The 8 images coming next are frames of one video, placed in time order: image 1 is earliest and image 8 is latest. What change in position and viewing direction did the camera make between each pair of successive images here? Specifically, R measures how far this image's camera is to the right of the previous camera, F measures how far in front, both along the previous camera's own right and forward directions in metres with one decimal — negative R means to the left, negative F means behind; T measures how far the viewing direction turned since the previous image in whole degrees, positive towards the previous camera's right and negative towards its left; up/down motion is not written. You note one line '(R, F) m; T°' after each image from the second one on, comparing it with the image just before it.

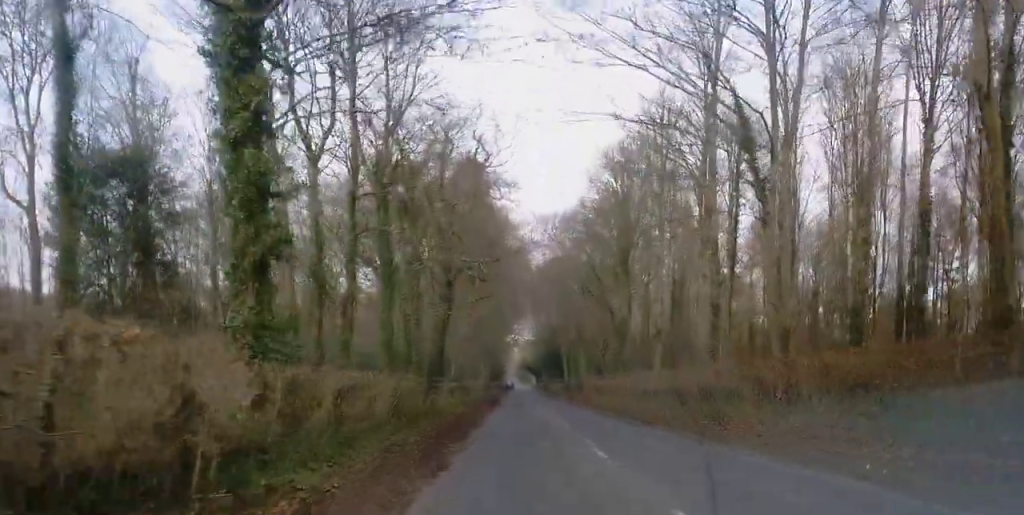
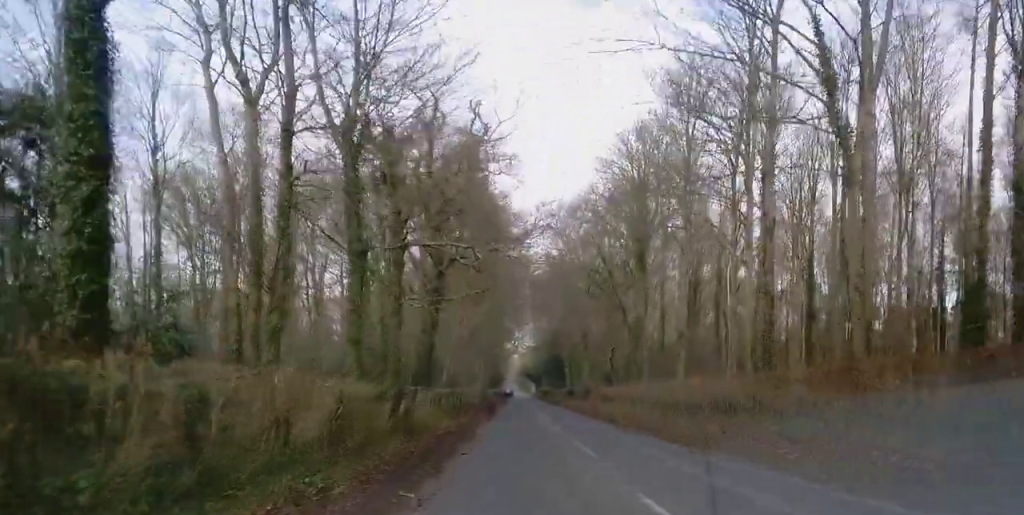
(-0.2, +6.1) m; -1°
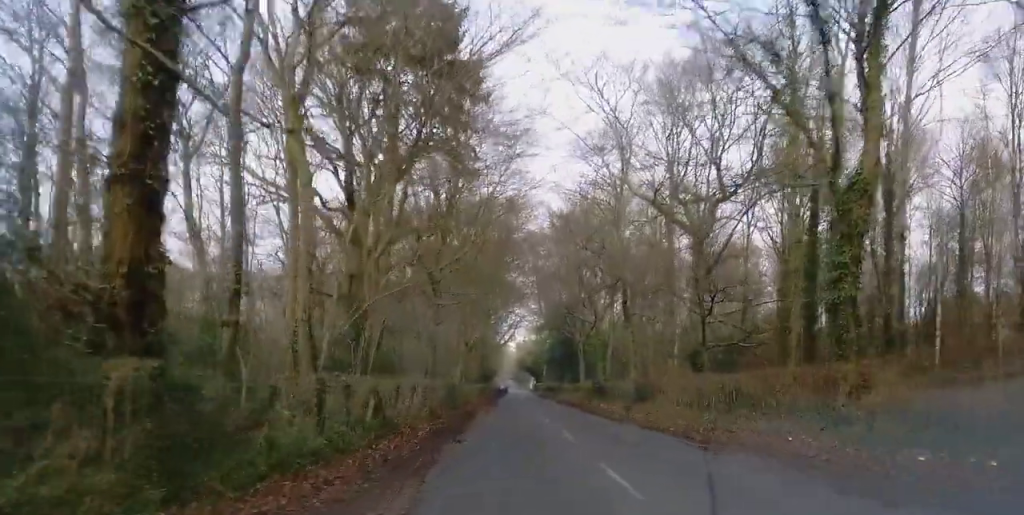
(+0.2, +30.3) m; +2°
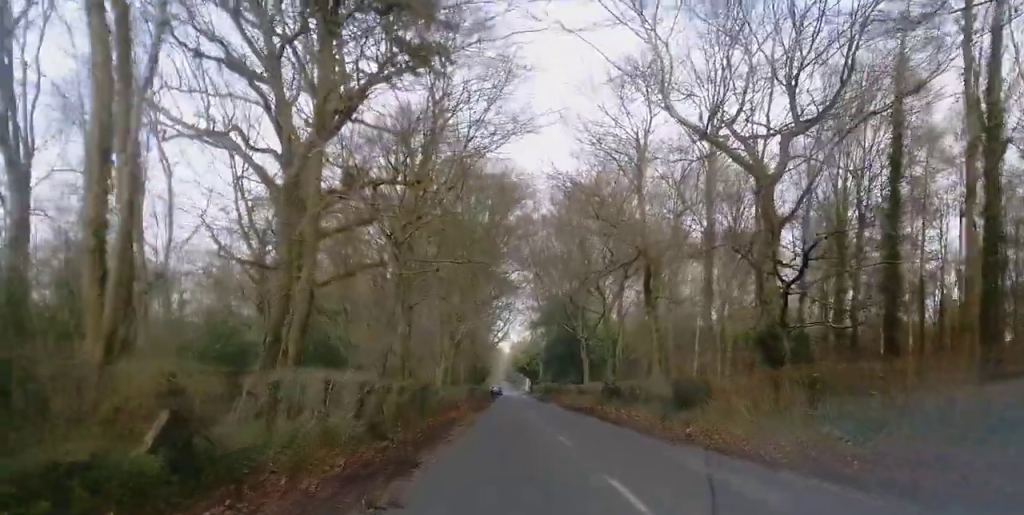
(+0.1, +10.2) m; +1°
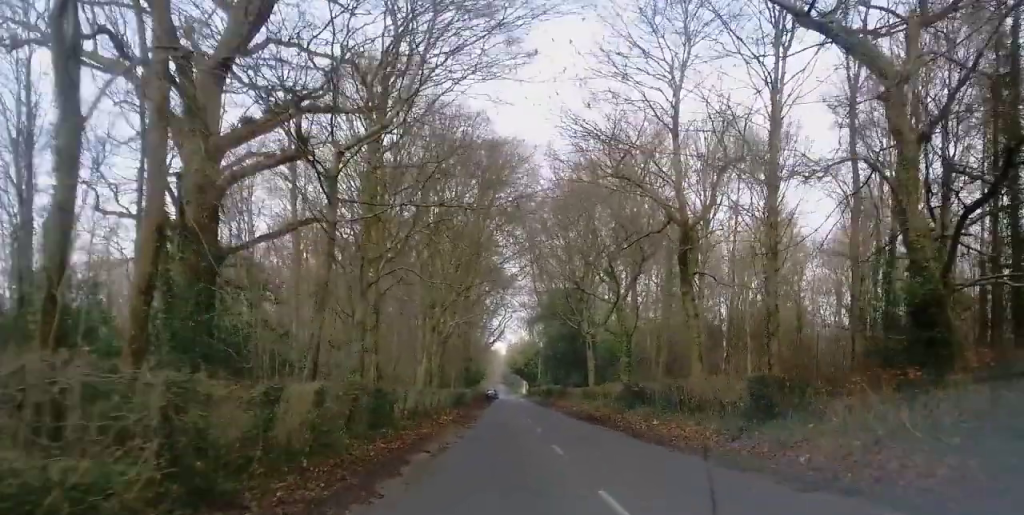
(0.0, +11.1) m; 0°
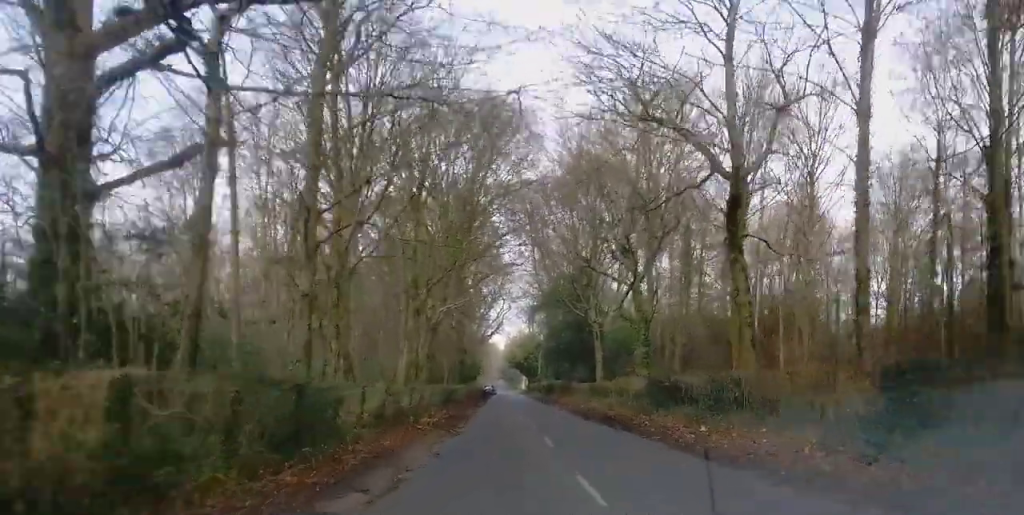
(0.0, +6.7) m; 0°
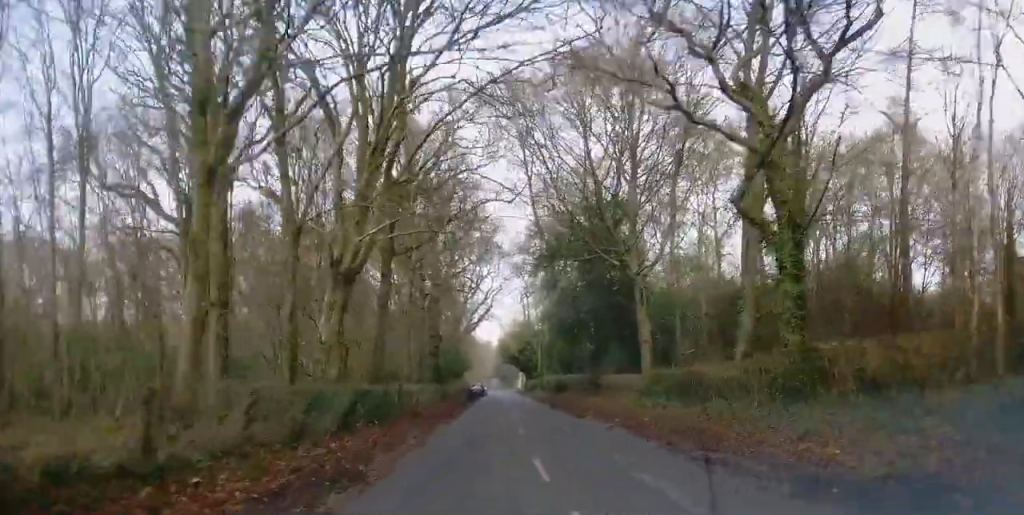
(0.0, +23.8) m; 0°
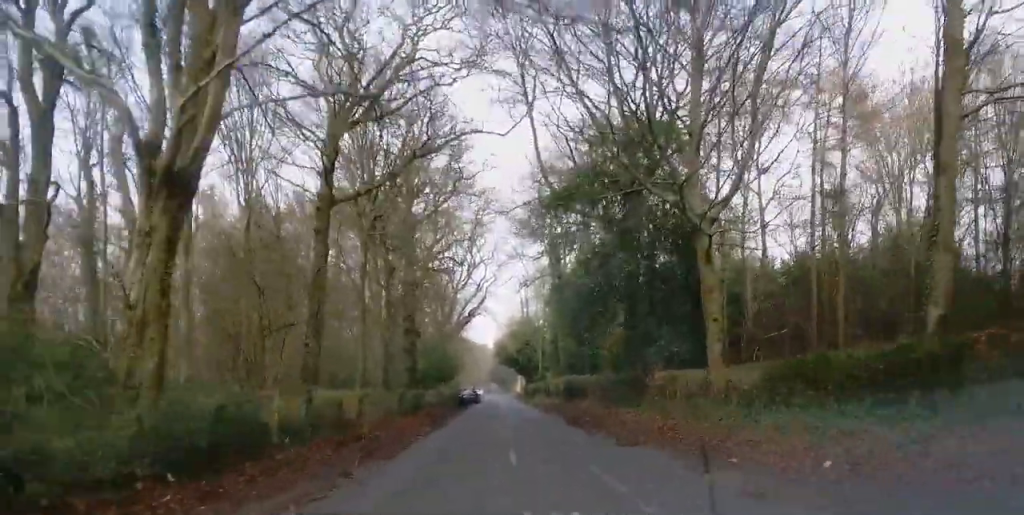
(0.0, +13.4) m; 0°
